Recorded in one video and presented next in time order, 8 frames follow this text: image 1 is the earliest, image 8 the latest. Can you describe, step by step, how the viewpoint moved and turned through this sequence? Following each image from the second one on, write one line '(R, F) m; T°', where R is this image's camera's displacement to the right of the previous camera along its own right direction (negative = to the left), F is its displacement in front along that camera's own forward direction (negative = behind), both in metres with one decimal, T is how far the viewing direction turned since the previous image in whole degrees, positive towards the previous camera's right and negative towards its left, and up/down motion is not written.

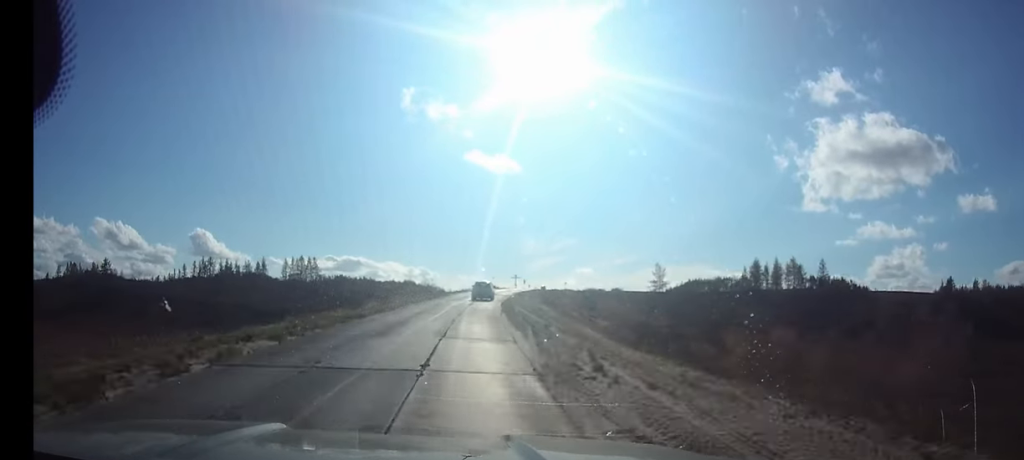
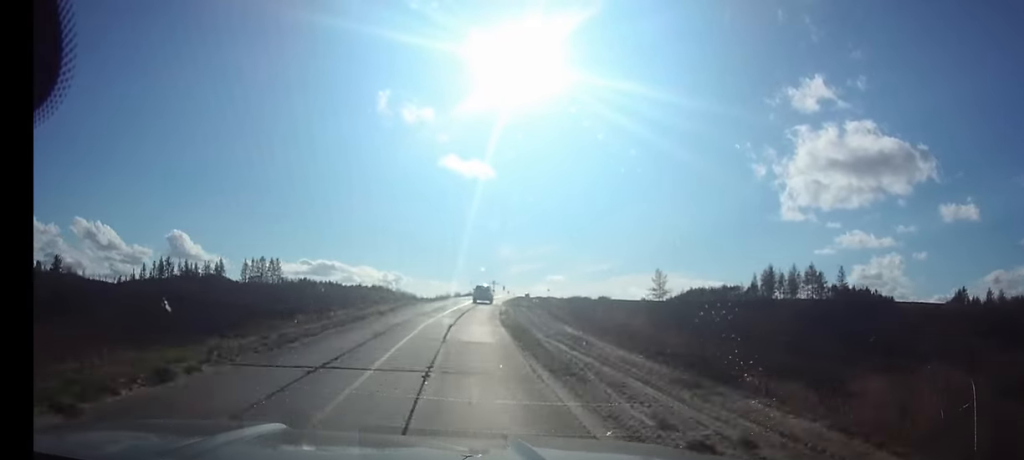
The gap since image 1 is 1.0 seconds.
(+0.5, +17.1) m; +2°
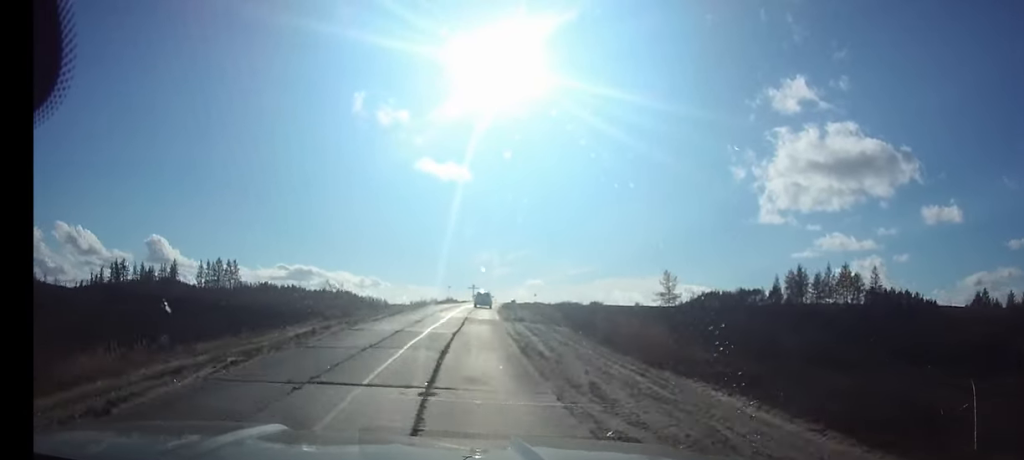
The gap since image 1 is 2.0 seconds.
(+0.4, +18.9) m; +2°
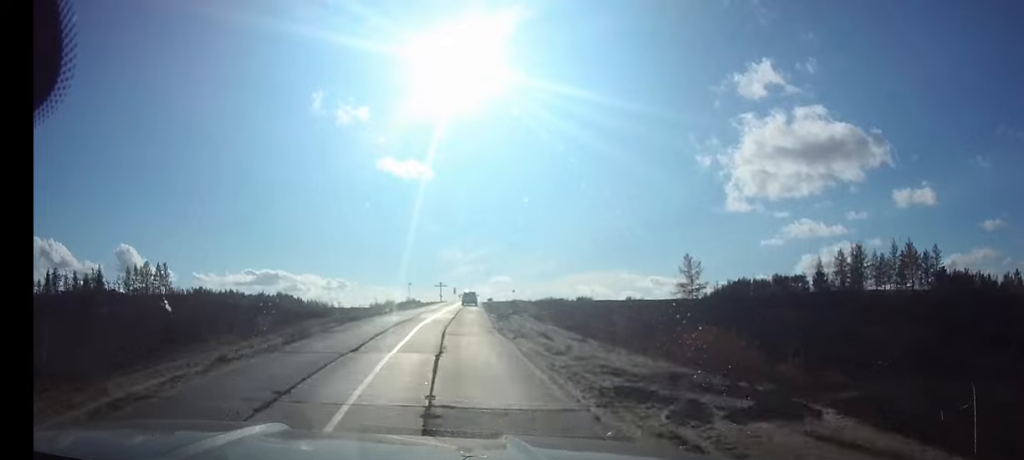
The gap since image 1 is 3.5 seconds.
(+0.5, +25.9) m; +2°
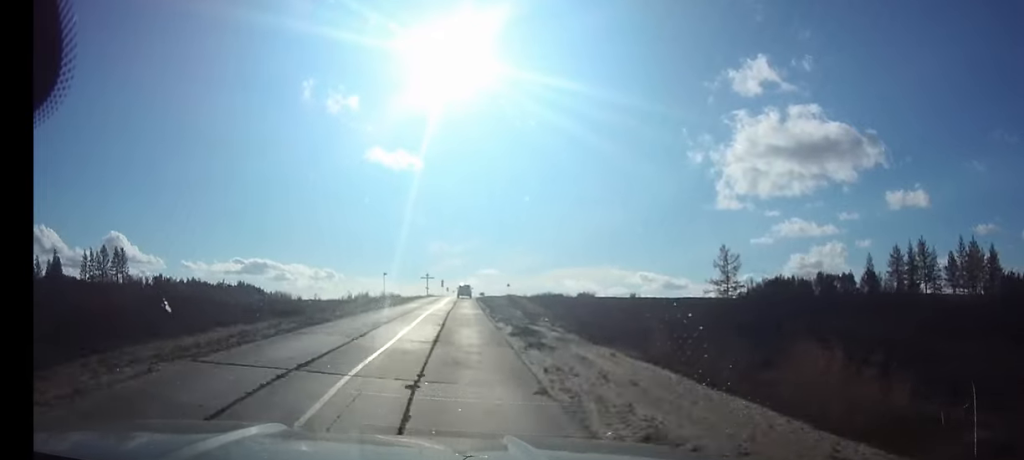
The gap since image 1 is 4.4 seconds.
(+0.1, +15.7) m; +1°
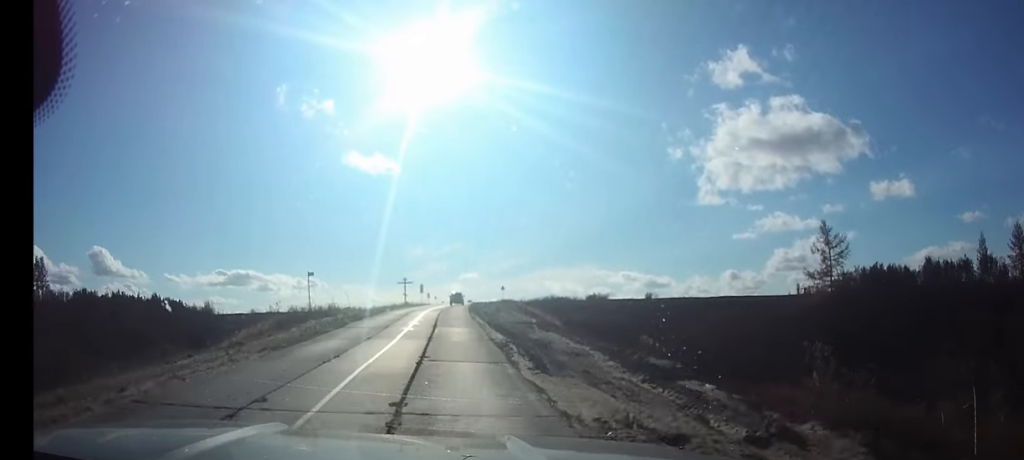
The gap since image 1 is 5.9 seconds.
(+0.3, +24.9) m; +1°
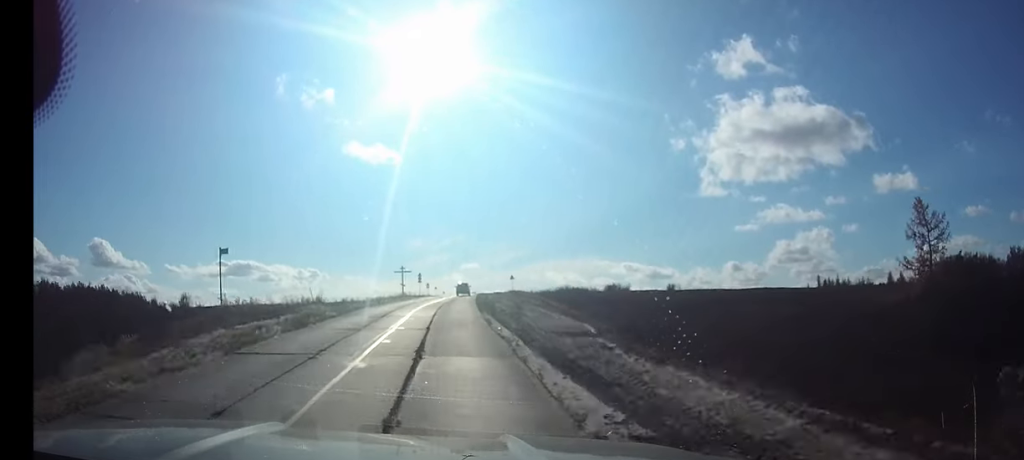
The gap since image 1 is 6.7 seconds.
(0.0, +13.5) m; 0°
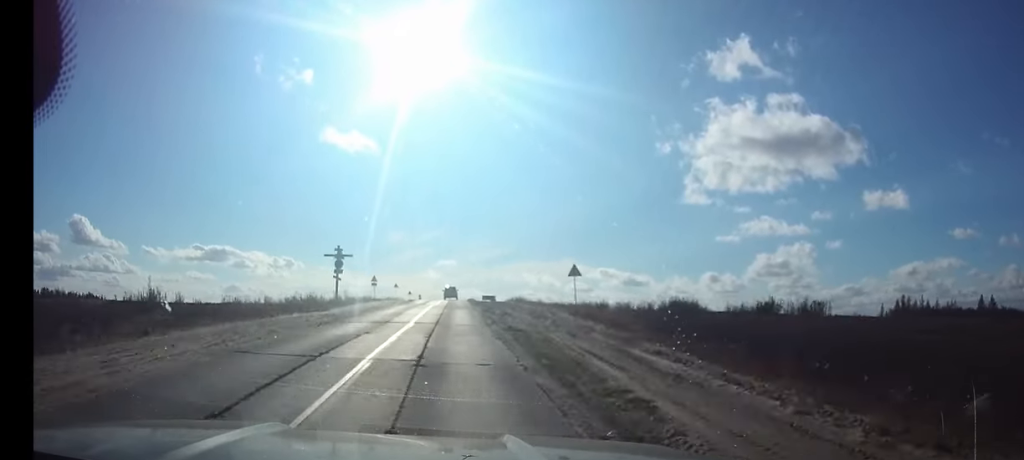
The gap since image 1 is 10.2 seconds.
(+1.2, +58.8) m; +2°
